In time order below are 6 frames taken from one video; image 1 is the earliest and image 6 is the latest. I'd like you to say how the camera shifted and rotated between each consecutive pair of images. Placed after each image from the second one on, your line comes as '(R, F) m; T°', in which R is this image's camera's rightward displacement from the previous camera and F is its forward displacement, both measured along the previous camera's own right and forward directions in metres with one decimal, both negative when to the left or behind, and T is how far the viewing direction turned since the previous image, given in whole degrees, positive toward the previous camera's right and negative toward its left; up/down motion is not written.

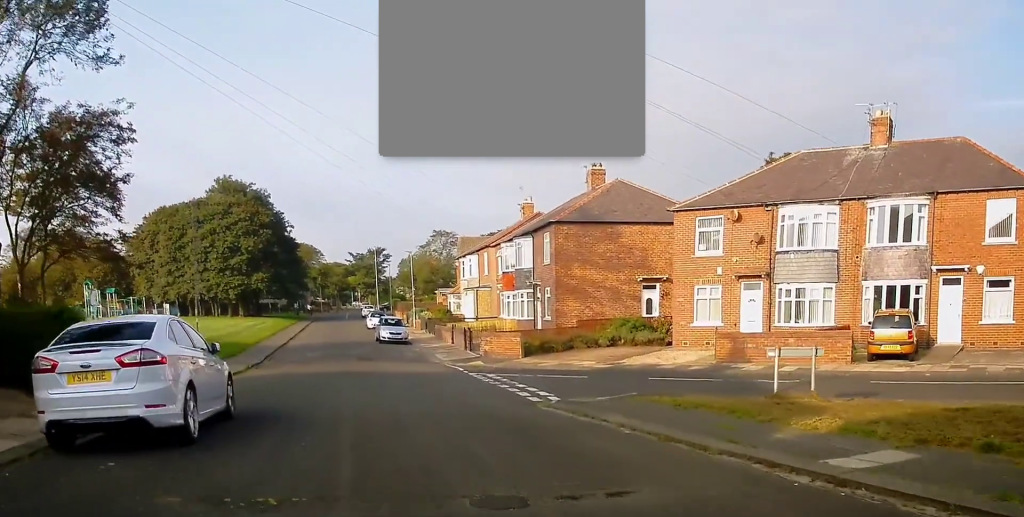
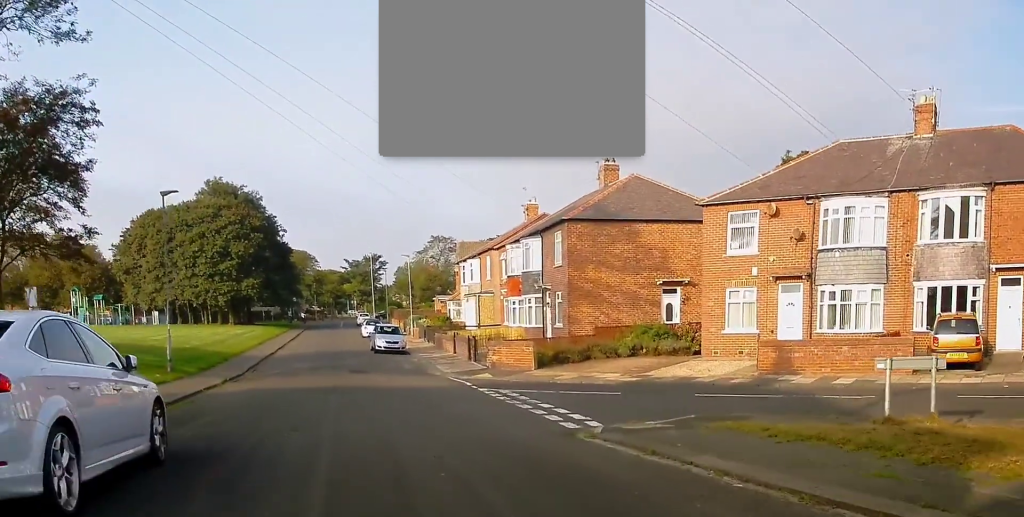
(+0.1, +3.6) m; +1°
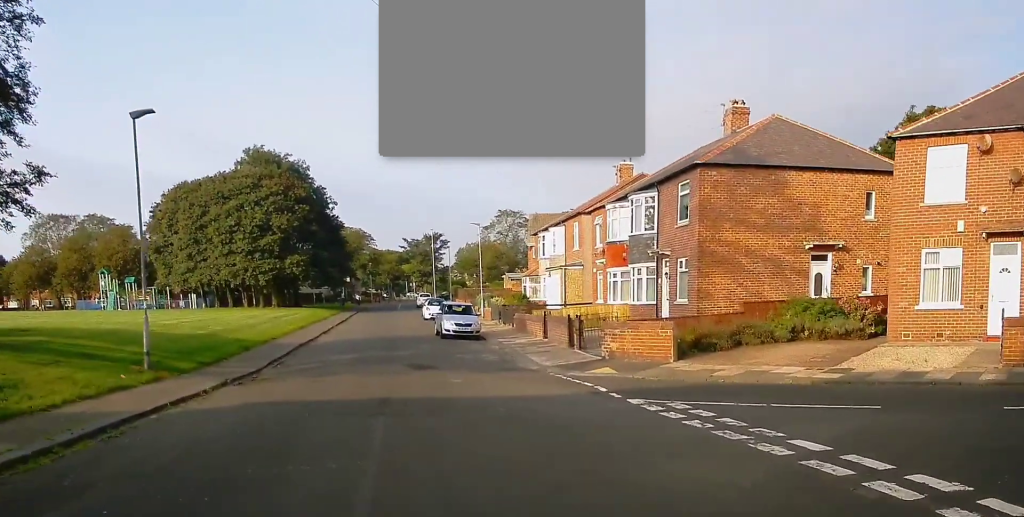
(-0.2, +8.3) m; -4°
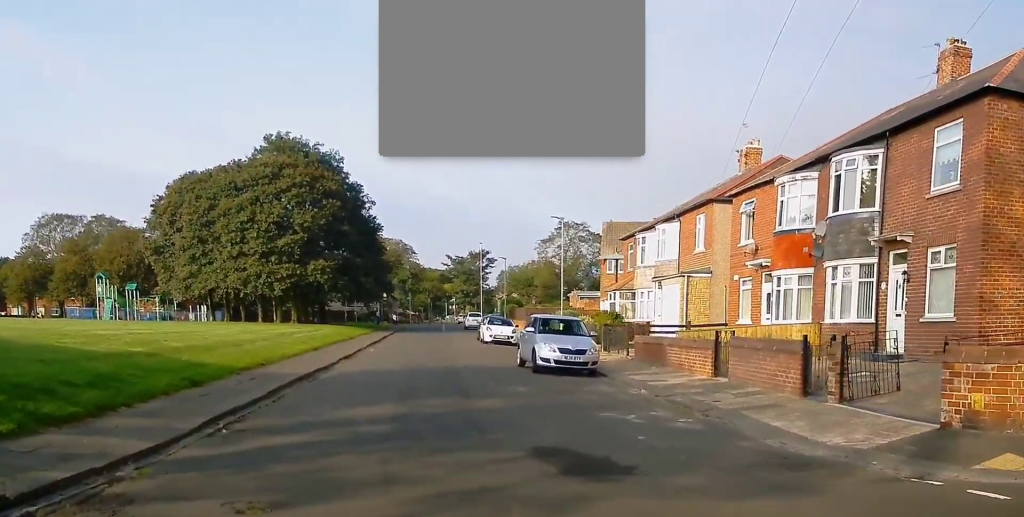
(+0.3, +12.2) m; 0°
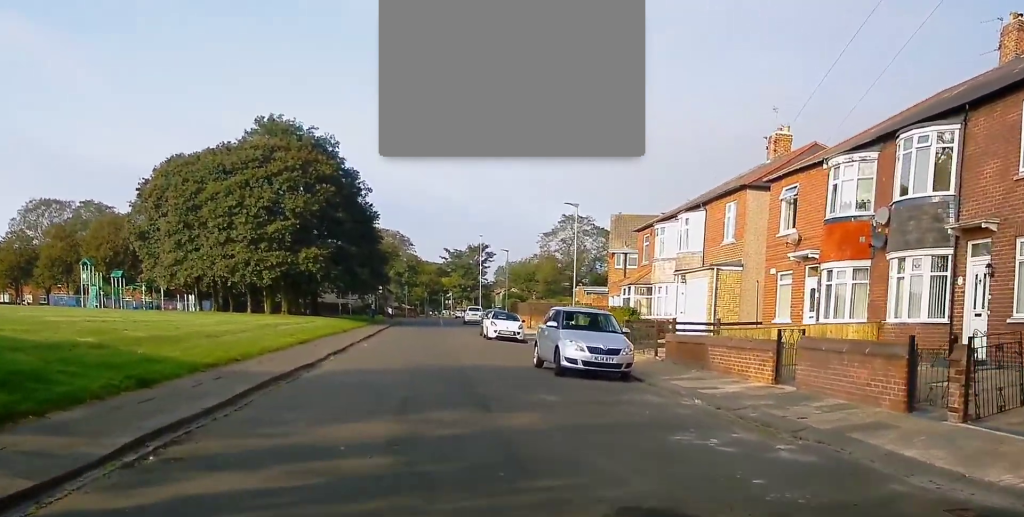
(-0.1, +3.0) m; -3°
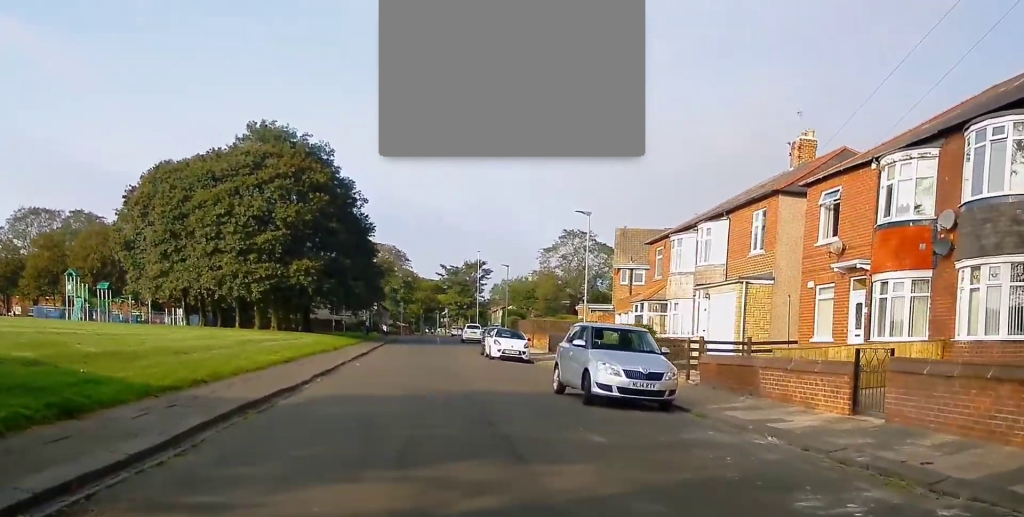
(-0.1, +2.9) m; 0°
